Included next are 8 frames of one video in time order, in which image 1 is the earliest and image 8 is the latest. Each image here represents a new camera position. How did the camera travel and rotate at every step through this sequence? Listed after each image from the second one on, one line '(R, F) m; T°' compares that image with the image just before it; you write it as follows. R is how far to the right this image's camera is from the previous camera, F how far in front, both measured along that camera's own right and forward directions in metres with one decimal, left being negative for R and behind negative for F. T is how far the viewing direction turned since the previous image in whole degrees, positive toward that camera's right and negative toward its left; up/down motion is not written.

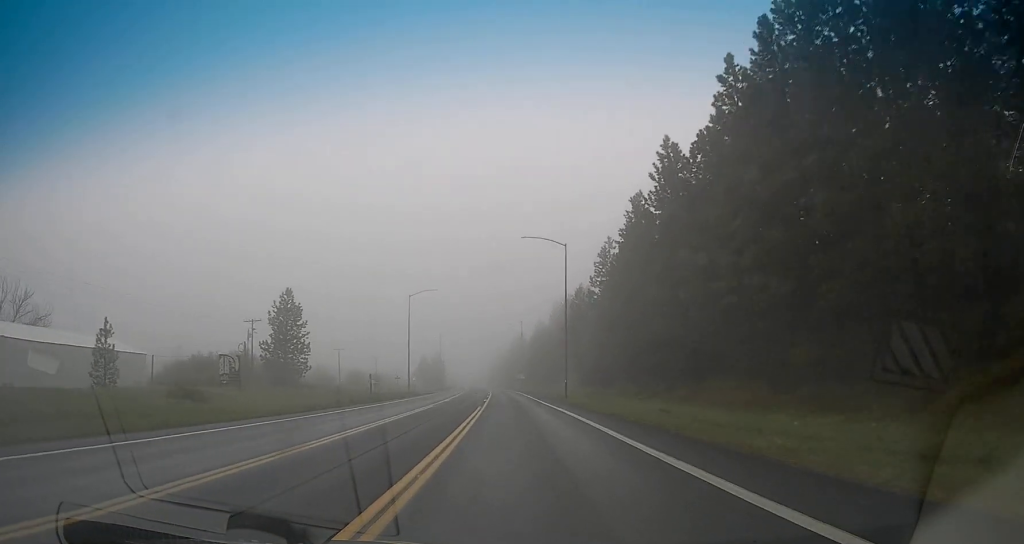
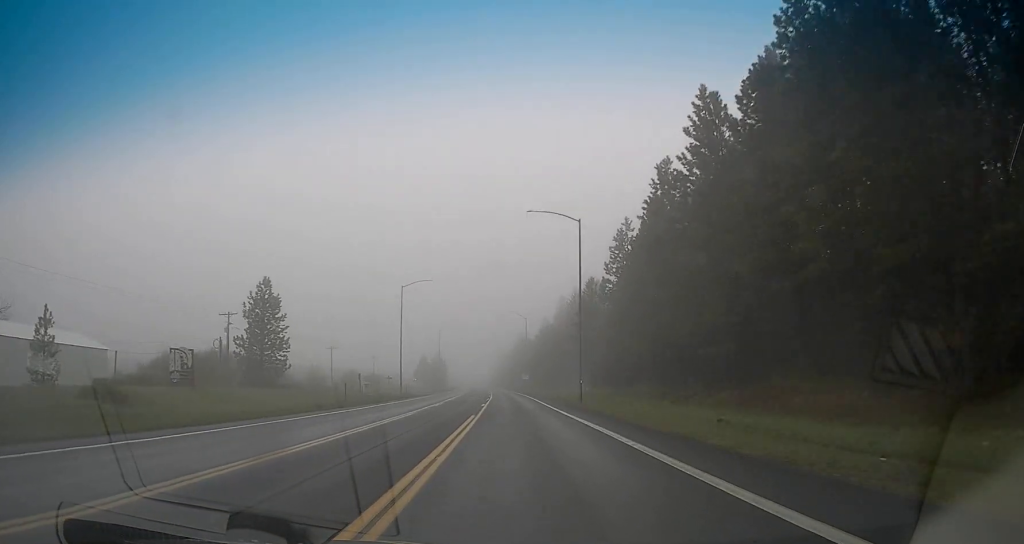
(-0.1, +9.3) m; -1°
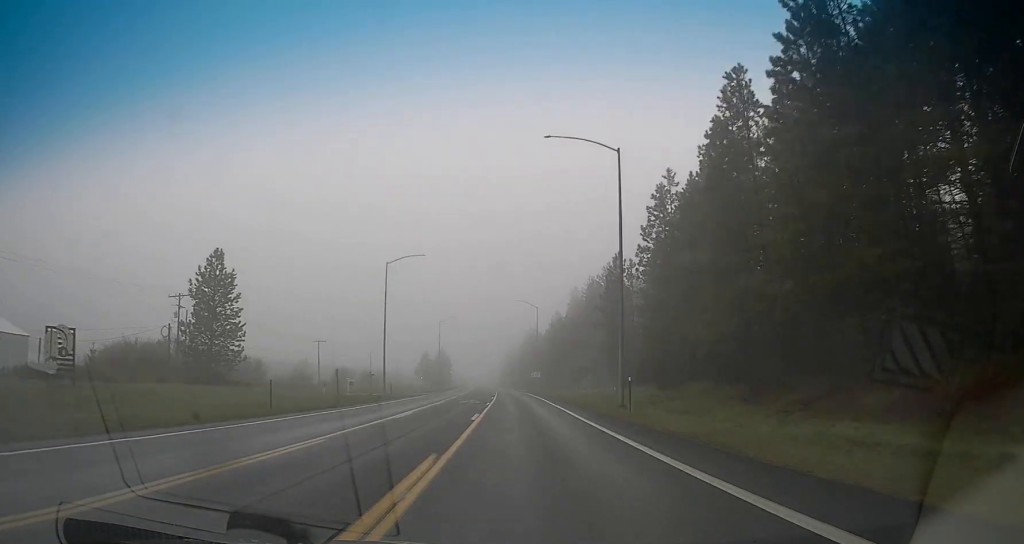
(-0.3, +15.4) m; 0°
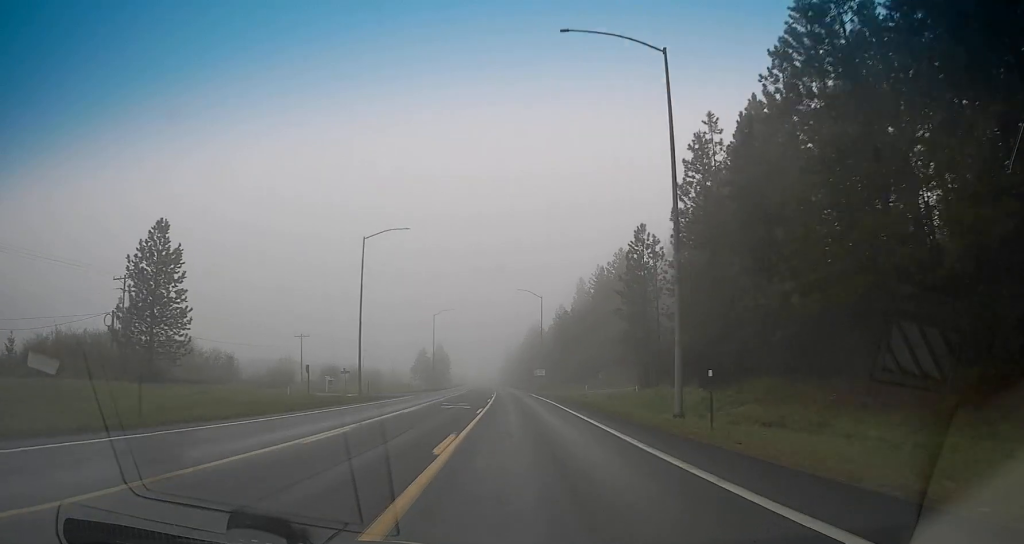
(0.0, +11.4) m; 0°
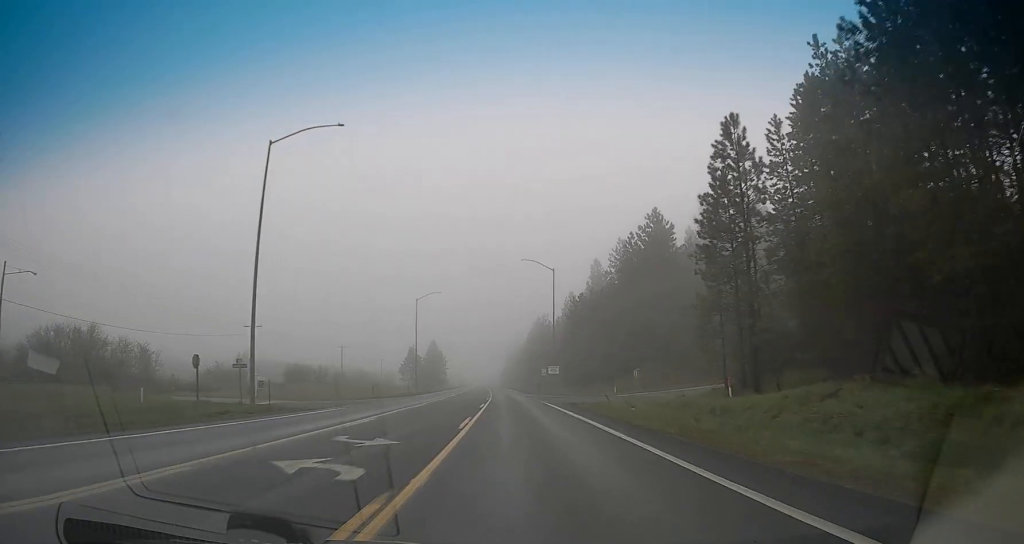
(+0.4, +24.1) m; 0°
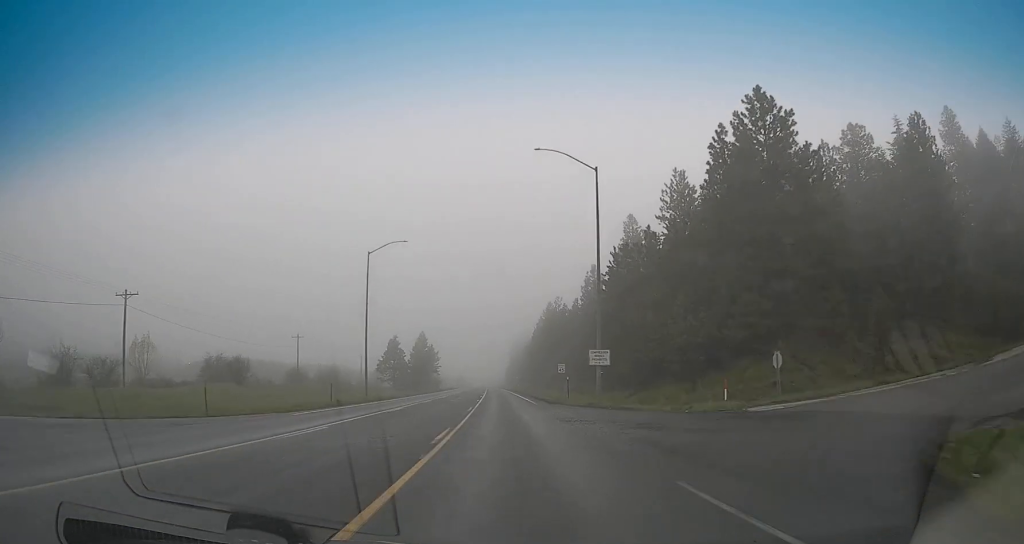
(-0.8, +34.8) m; -1°
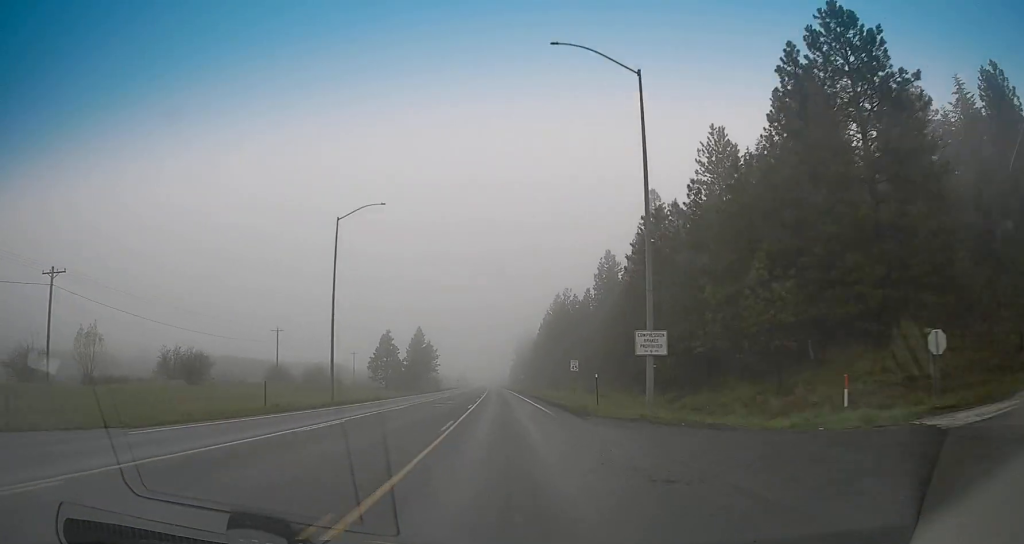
(+0.5, +12.7) m; 0°
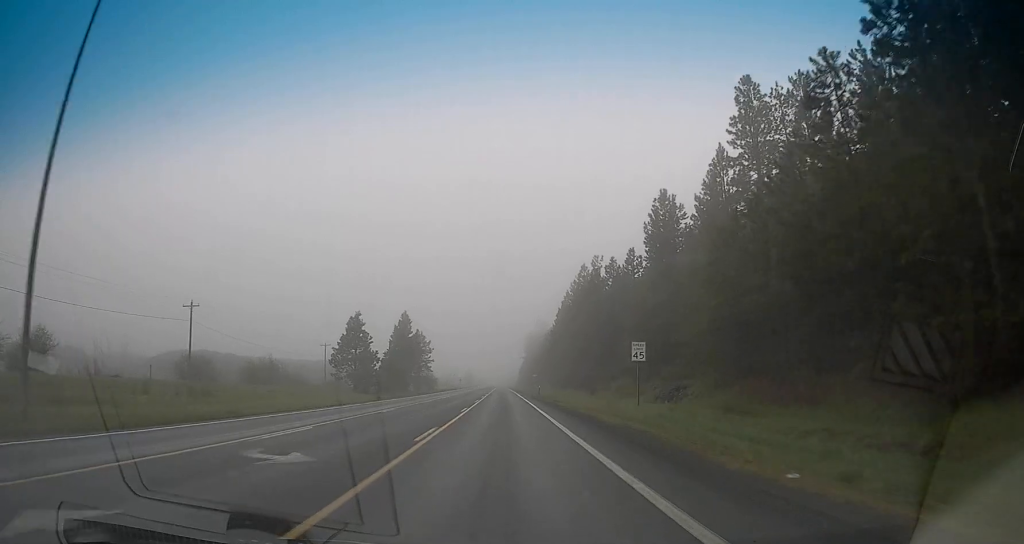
(-1.1, +33.5) m; -2°
